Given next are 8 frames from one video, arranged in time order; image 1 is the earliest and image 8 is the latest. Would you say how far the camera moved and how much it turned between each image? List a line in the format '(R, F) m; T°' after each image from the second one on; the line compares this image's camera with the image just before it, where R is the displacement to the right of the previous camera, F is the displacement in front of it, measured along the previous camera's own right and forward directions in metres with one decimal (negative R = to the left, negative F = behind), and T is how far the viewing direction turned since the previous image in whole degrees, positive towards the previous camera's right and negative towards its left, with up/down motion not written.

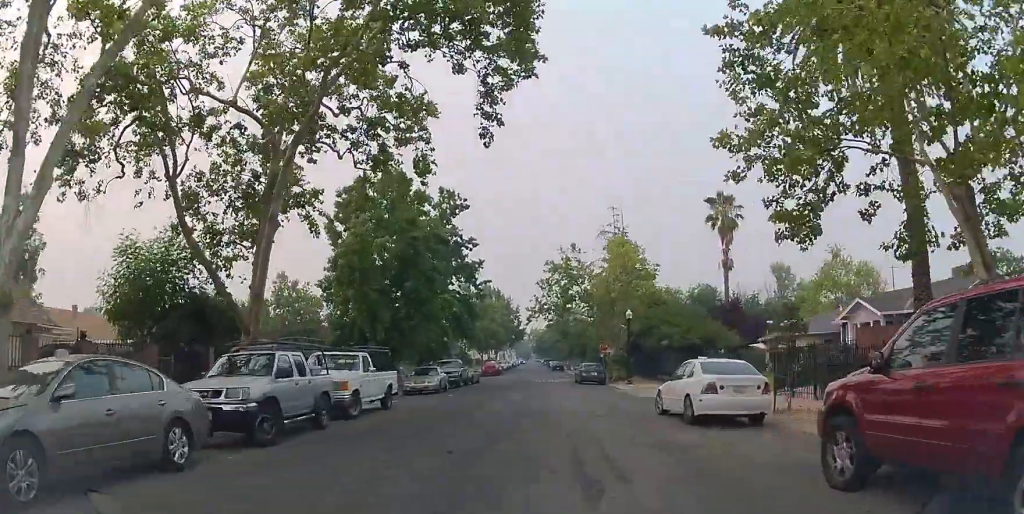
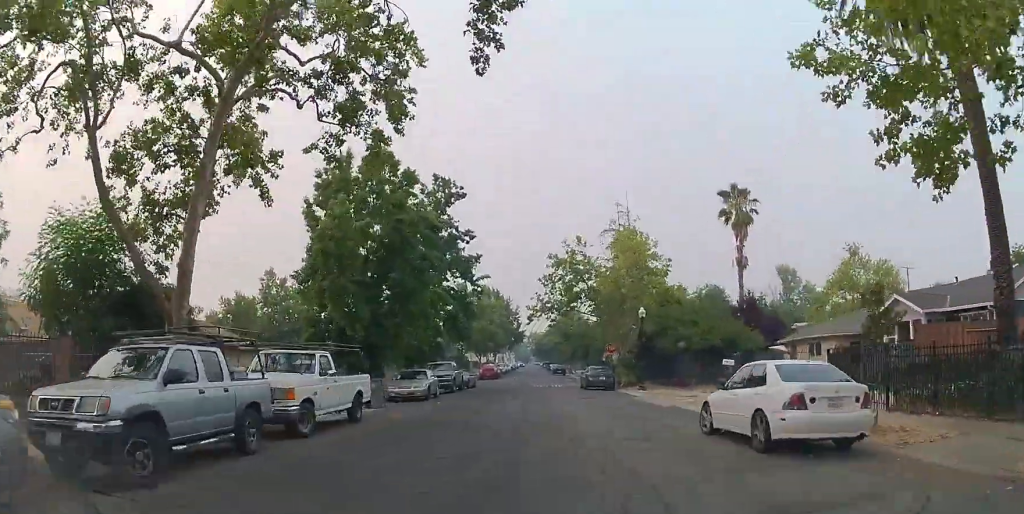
(-0.4, +3.4) m; -2°
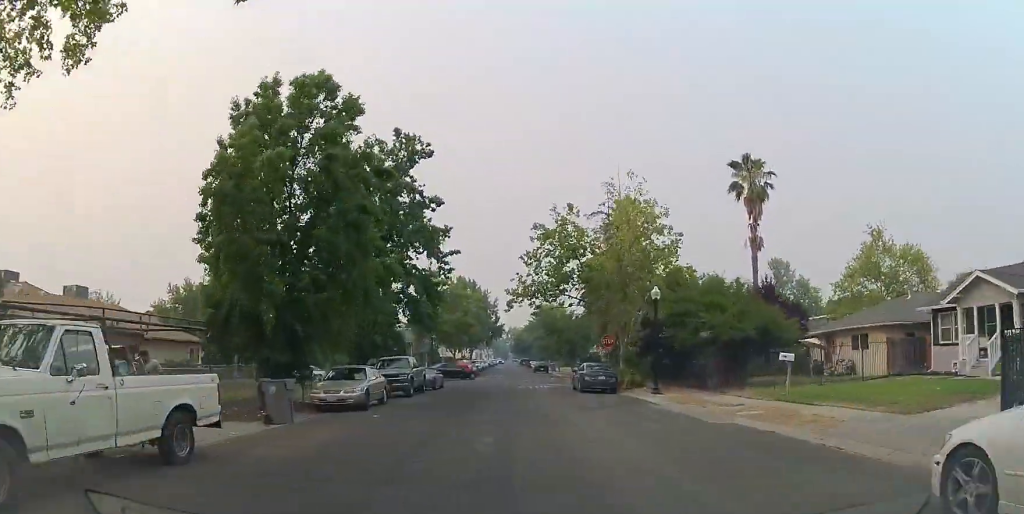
(+0.1, +7.5) m; +2°
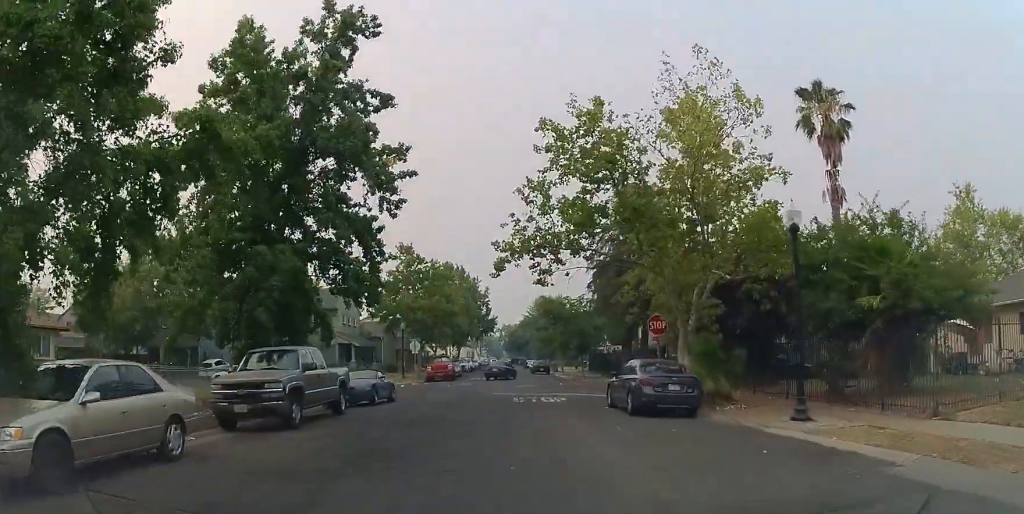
(+0.1, +13.3) m; +1°
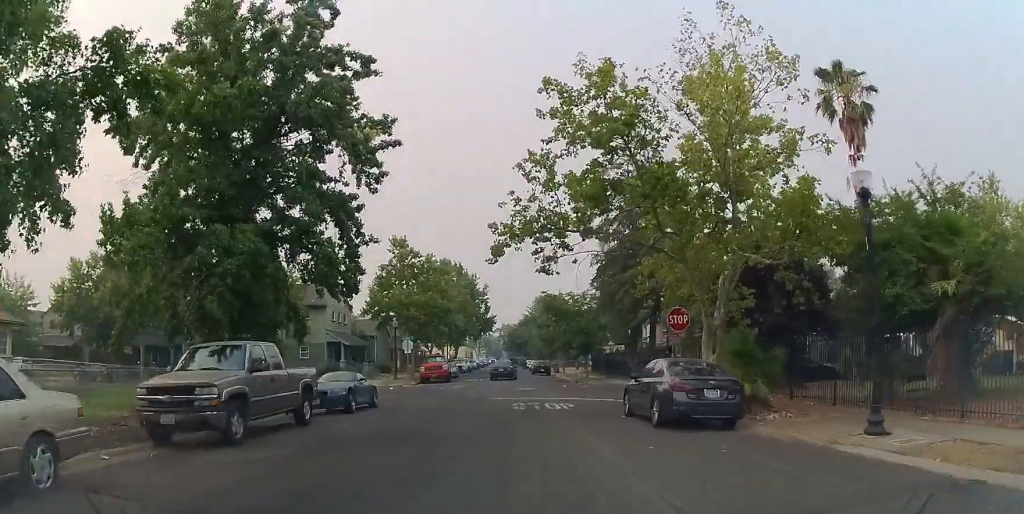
(0.0, +2.8) m; 0°
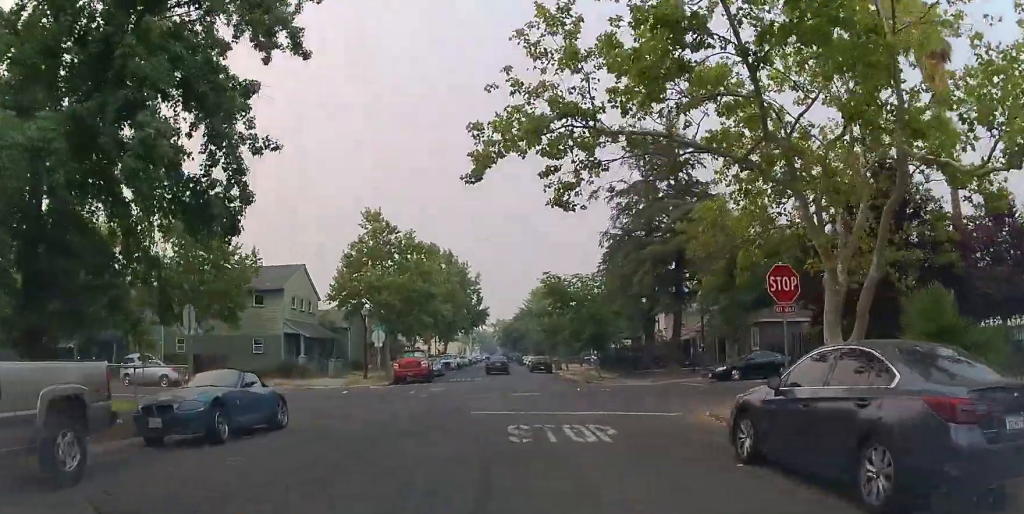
(0.0, +8.4) m; 0°
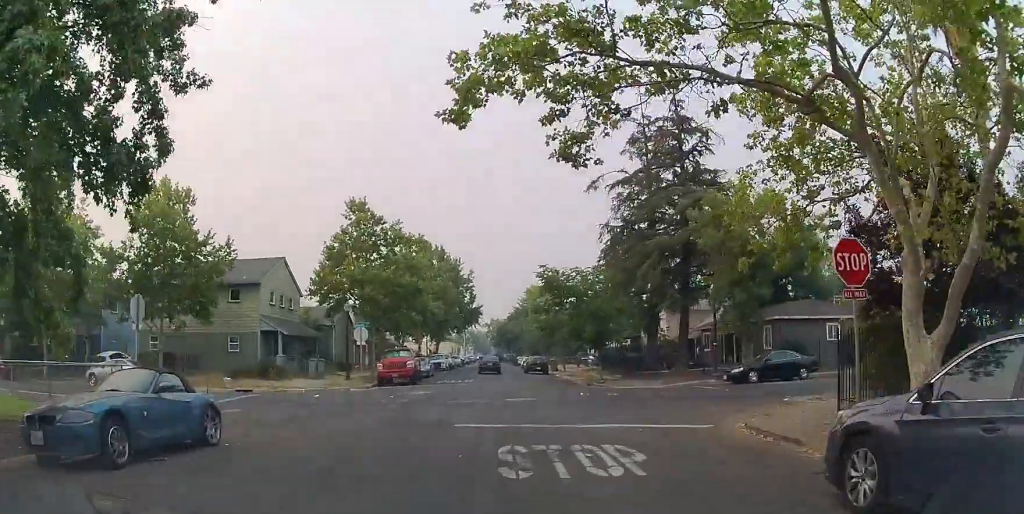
(0.0, +3.2) m; 0°
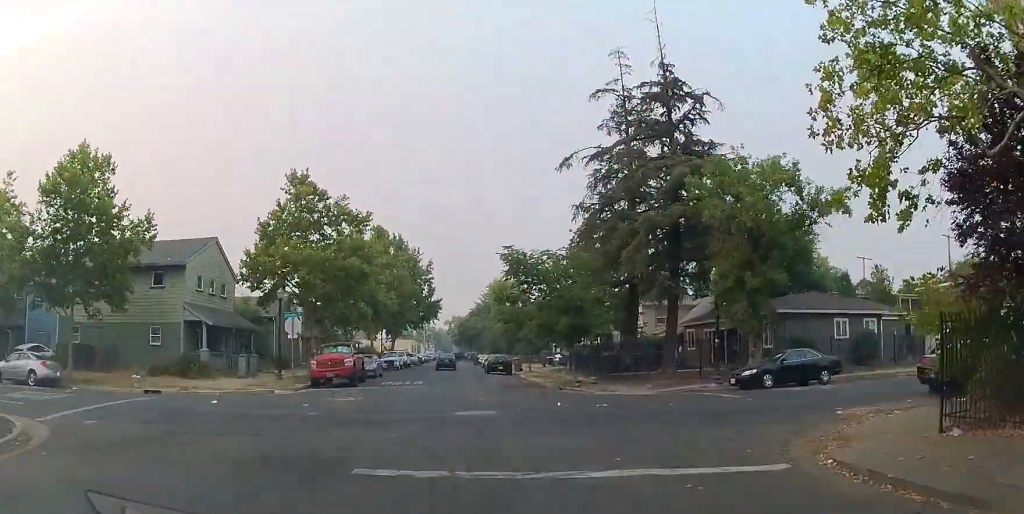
(0.0, +6.3) m; +4°
